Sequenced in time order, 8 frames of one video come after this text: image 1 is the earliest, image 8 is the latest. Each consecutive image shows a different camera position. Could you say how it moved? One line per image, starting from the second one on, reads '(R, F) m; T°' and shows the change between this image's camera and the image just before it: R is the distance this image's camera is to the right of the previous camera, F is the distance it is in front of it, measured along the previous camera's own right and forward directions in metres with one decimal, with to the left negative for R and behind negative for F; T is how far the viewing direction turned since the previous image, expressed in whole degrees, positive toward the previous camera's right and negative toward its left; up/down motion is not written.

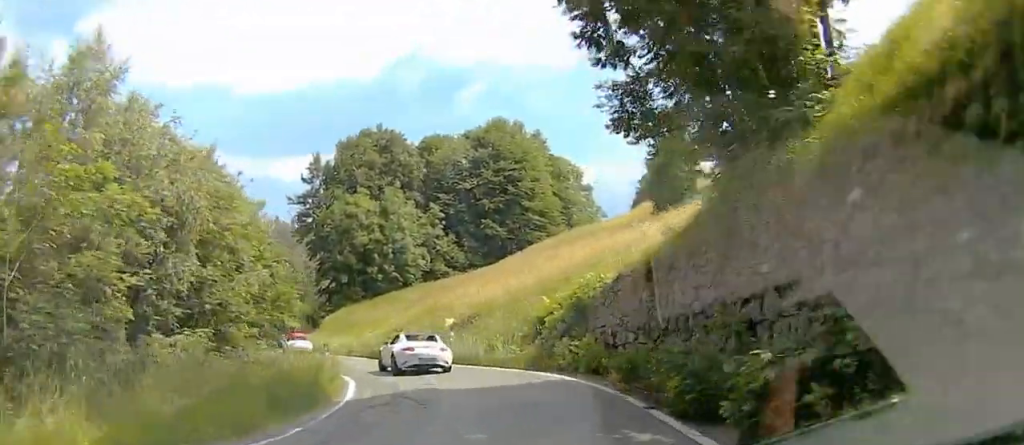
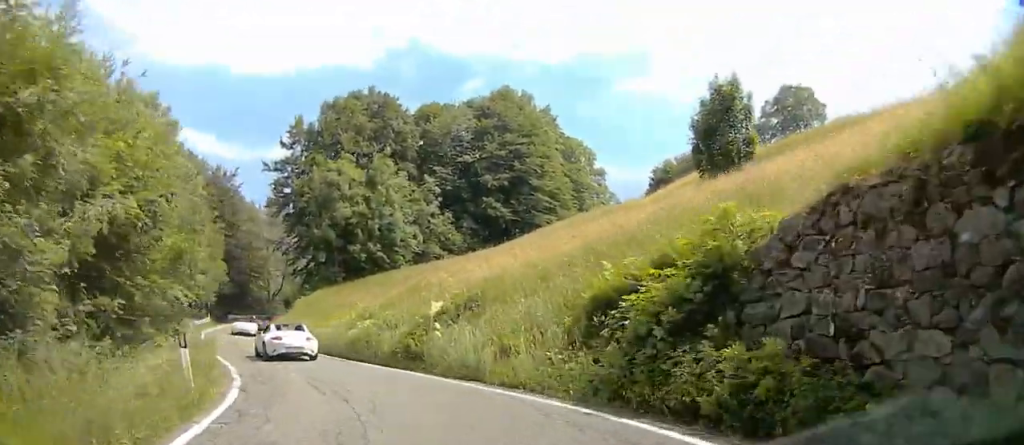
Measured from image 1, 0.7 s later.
(0.0, +13.7) m; 0°
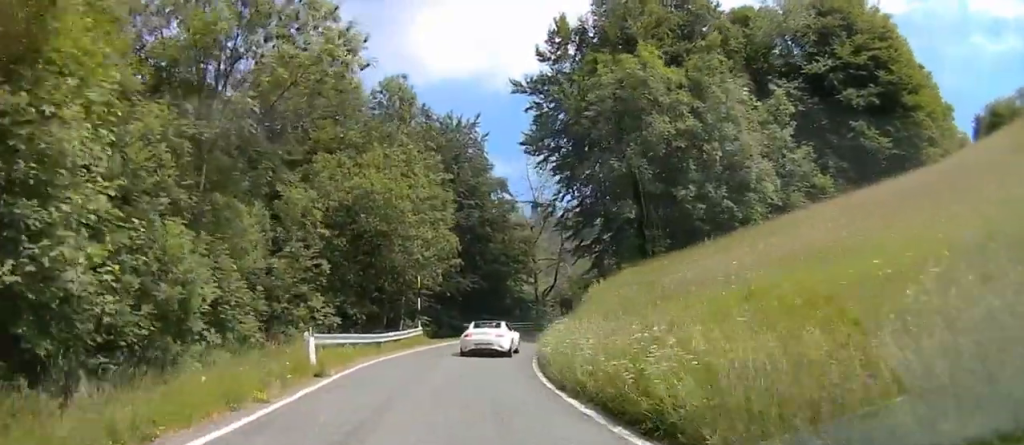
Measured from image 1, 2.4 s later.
(0.0, +34.1) m; +26°
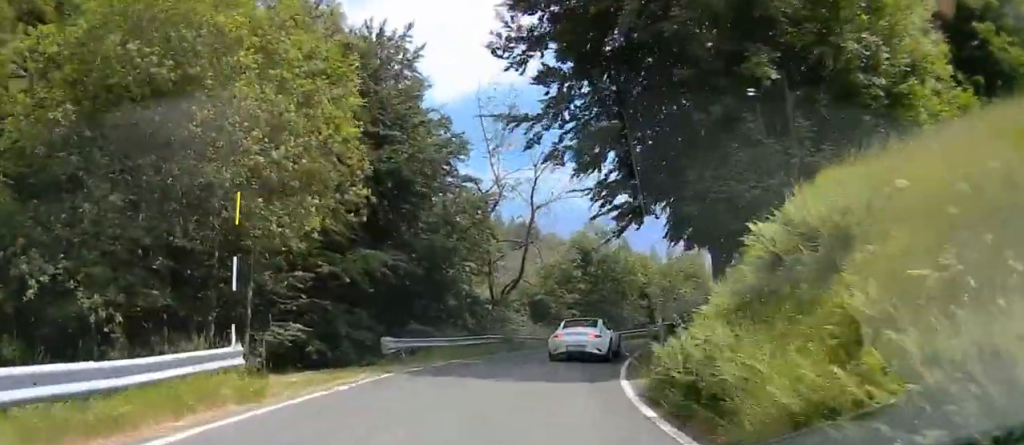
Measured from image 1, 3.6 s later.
(+10.0, +16.6) m; +41°
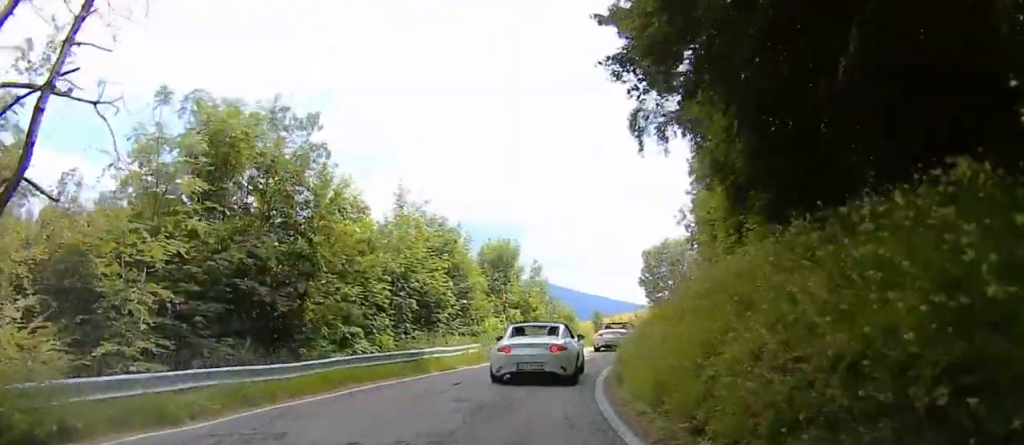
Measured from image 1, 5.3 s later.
(+0.5, +28.3) m; -5°
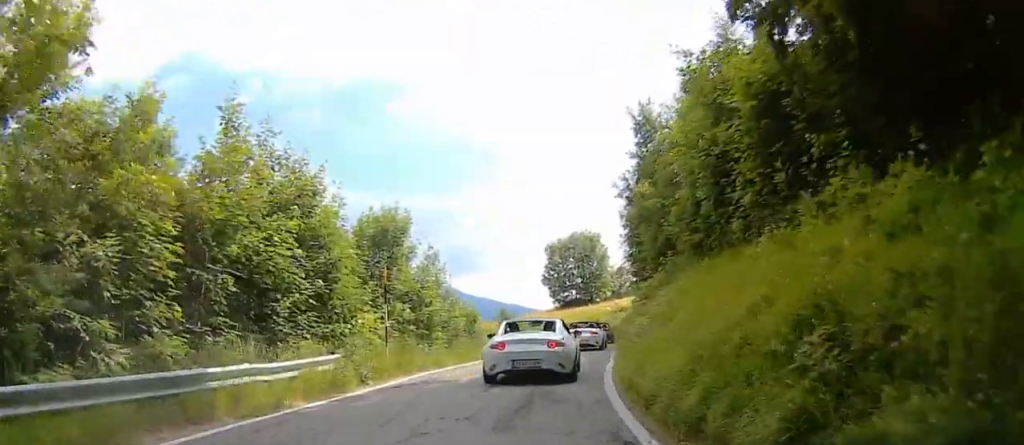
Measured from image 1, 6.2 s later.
(-1.2, +11.4) m; -1°
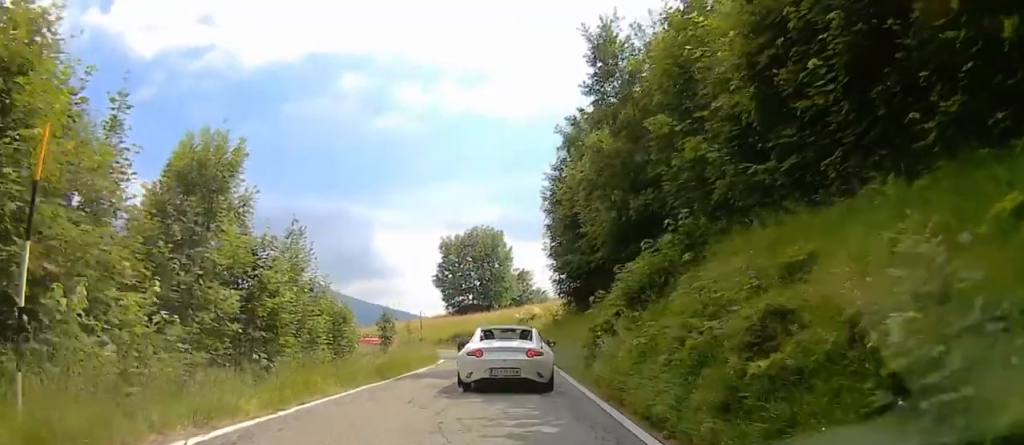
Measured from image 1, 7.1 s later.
(+0.5, +11.3) m; +7°
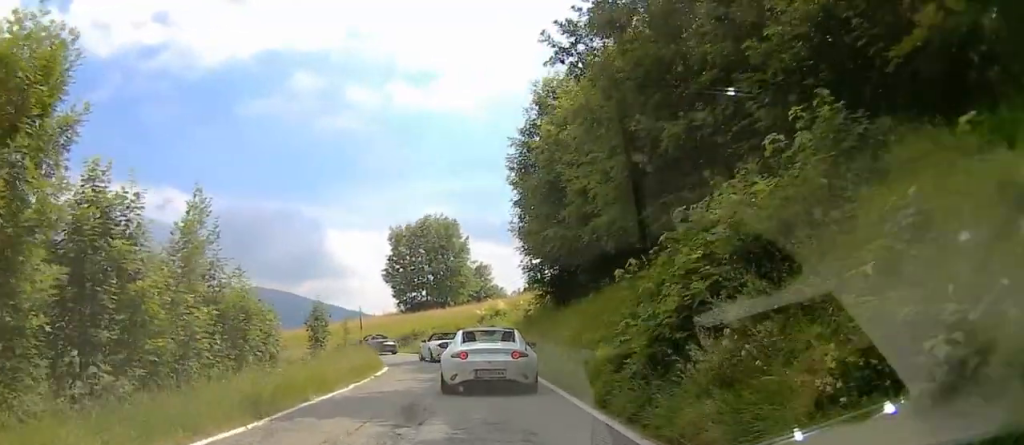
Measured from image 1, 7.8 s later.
(+0.6, +7.2) m; +6°
